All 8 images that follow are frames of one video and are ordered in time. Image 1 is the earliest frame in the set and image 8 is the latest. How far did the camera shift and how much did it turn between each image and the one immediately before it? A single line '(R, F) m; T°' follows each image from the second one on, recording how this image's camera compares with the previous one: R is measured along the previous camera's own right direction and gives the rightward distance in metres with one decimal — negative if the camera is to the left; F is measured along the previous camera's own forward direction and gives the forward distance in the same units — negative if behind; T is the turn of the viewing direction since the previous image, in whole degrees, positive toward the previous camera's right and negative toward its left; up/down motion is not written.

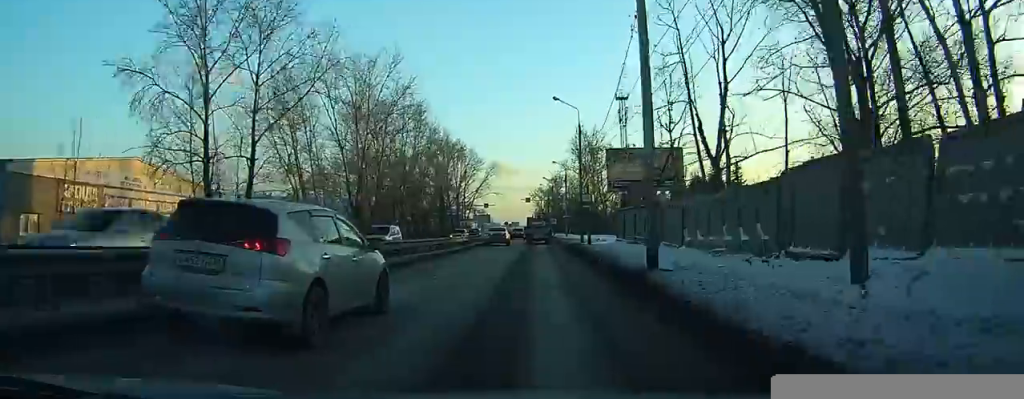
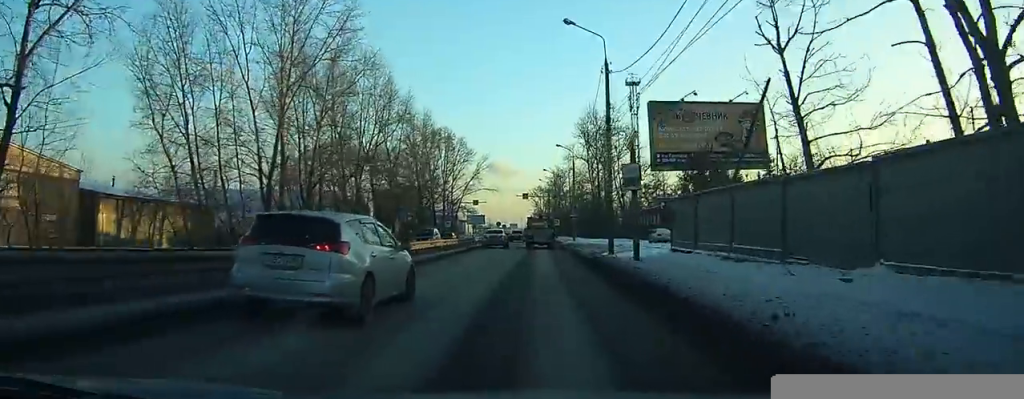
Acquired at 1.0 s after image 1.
(0.0, +18.1) m; 0°
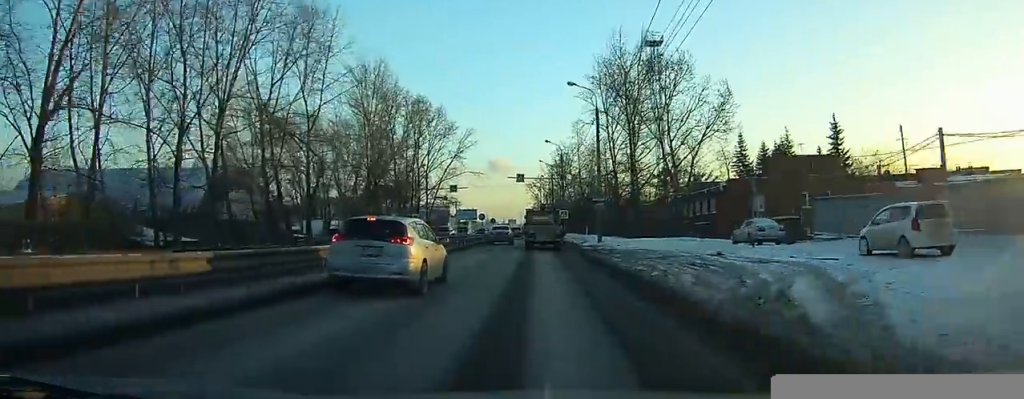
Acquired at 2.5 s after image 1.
(-0.1, +26.1) m; 0°
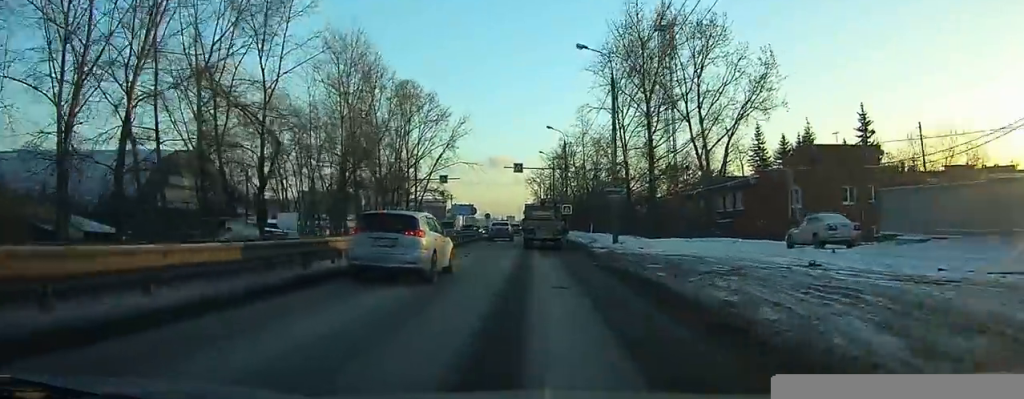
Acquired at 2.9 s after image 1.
(0.0, +8.0) m; 0°
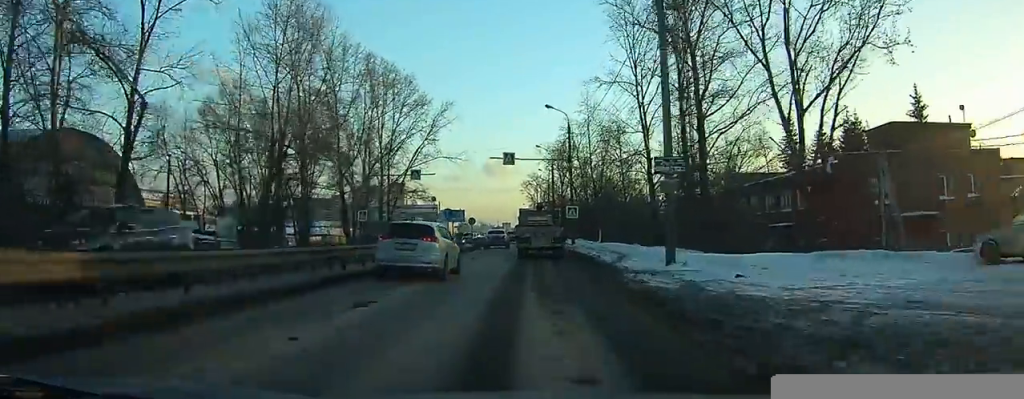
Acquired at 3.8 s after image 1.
(0.0, +13.9) m; 0°
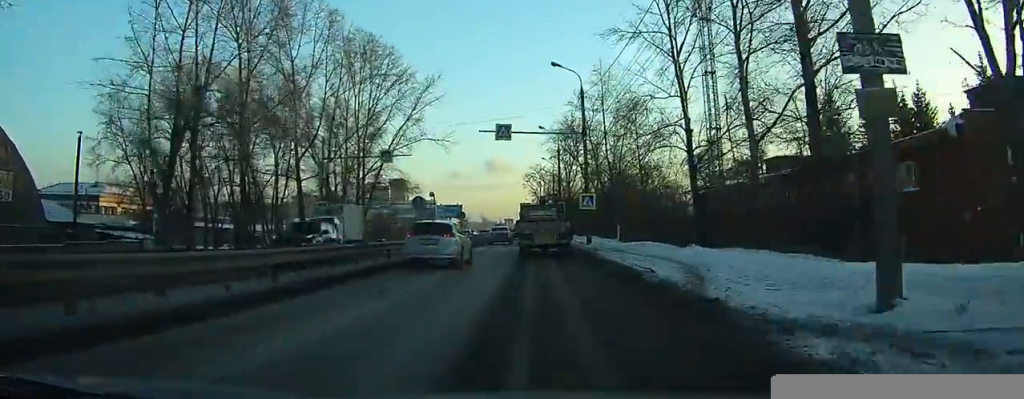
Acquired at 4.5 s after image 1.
(0.0, +12.2) m; 0°
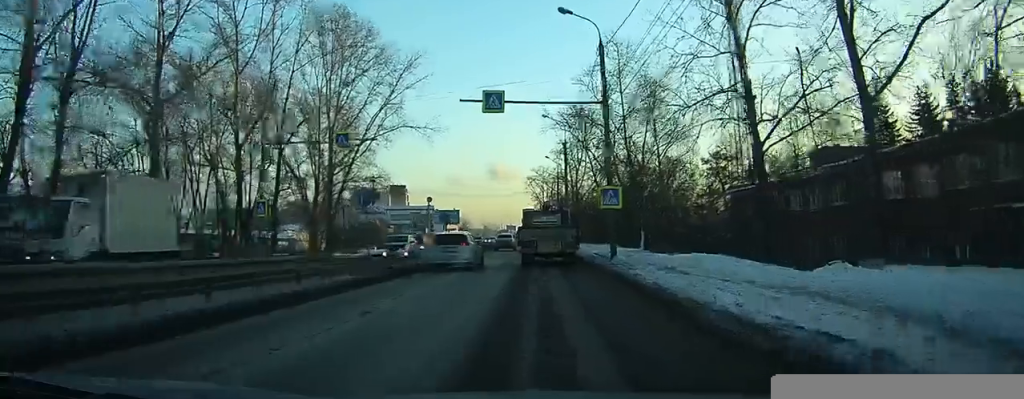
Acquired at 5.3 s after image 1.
(0.0, +11.0) m; 0°
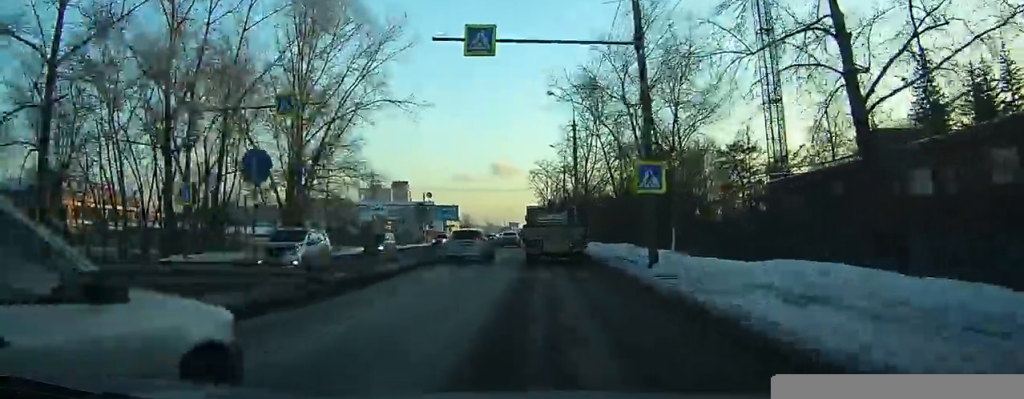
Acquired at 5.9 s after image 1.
(-0.1, +8.5) m; 0°
